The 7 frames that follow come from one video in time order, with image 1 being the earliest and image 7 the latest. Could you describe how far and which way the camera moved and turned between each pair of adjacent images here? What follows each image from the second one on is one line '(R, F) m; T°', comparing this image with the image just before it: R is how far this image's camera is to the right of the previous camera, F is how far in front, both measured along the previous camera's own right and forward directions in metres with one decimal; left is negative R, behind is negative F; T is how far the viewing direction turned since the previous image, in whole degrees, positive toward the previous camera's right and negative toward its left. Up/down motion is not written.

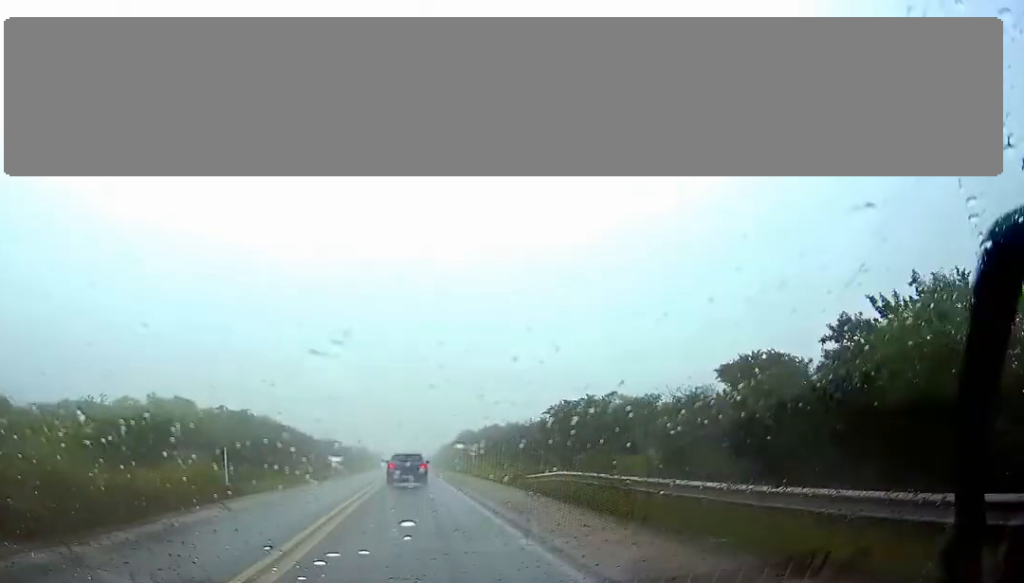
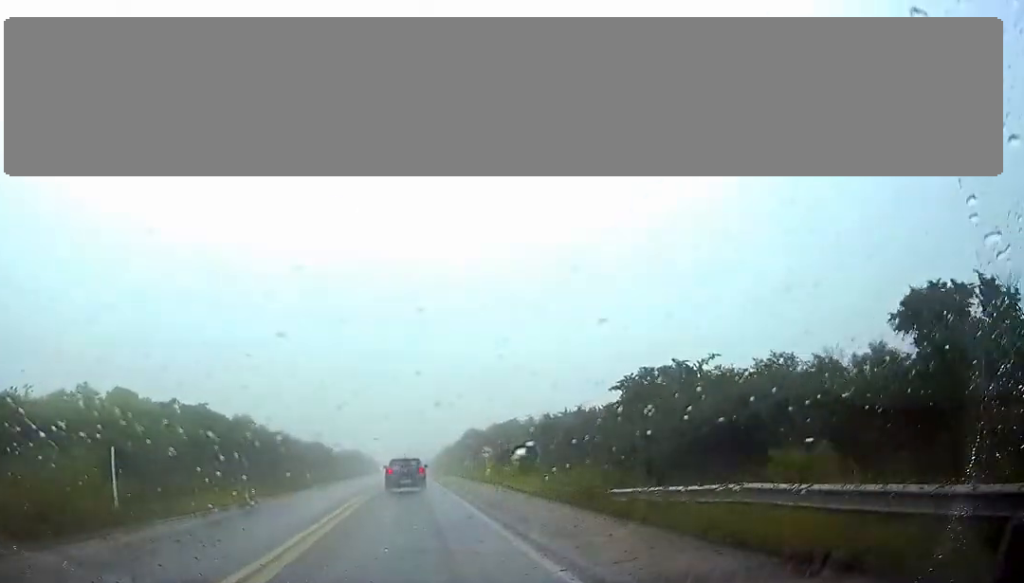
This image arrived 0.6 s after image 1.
(0.0, +15.0) m; 0°
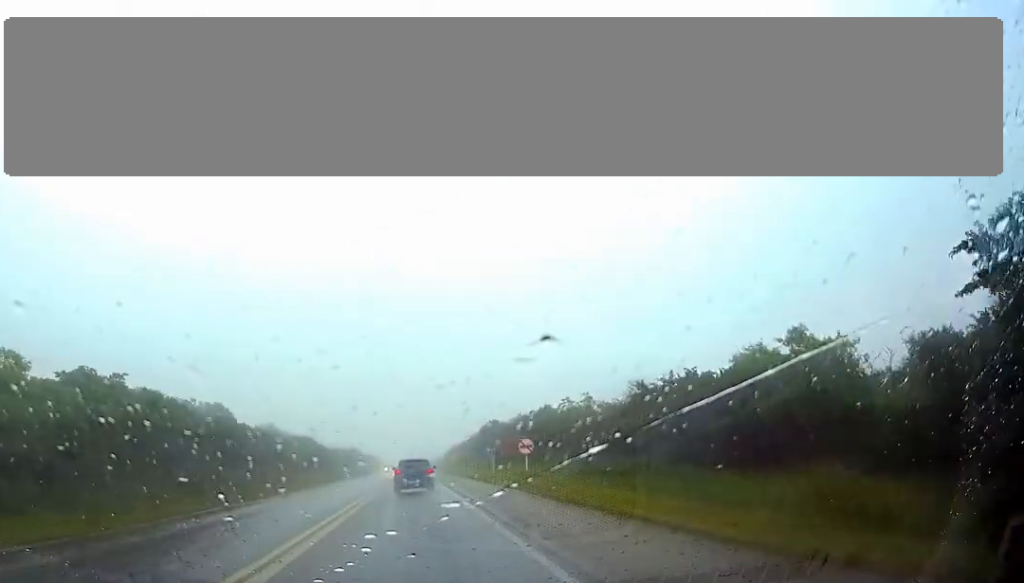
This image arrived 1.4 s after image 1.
(+0.1, +19.0) m; 0°
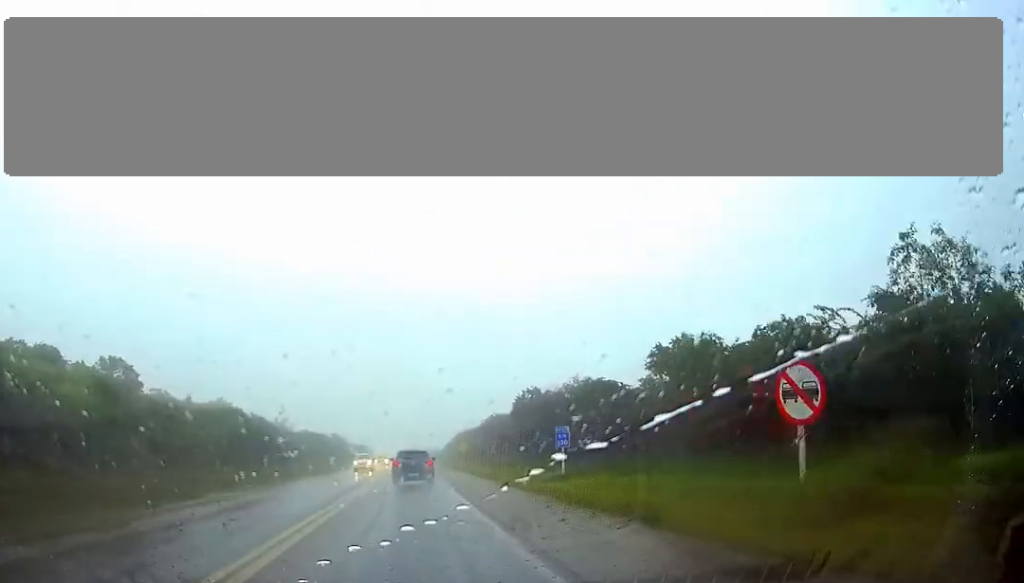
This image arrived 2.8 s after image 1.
(-0.2, +31.7) m; 0°
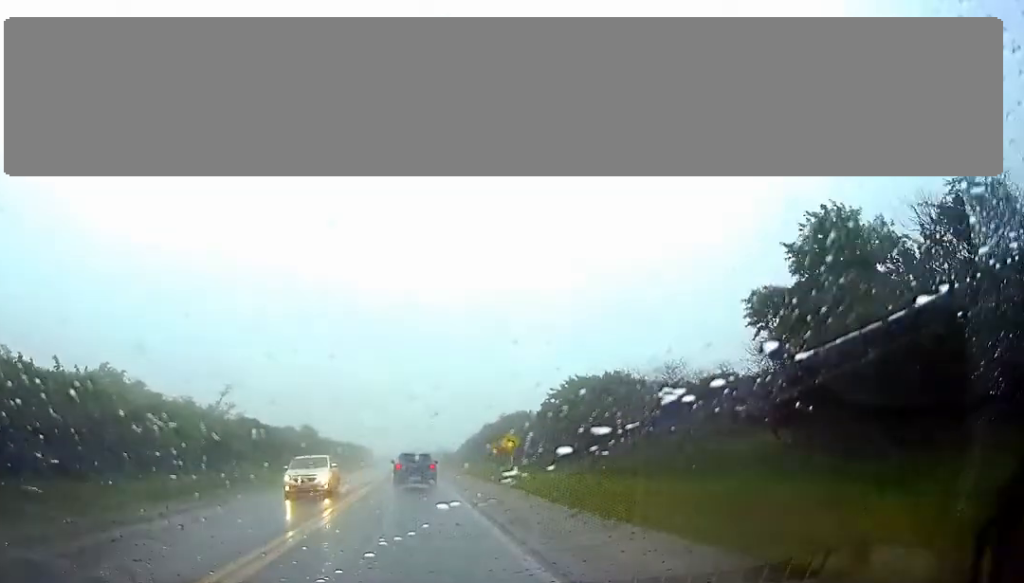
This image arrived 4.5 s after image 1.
(+0.2, +41.4) m; 0°
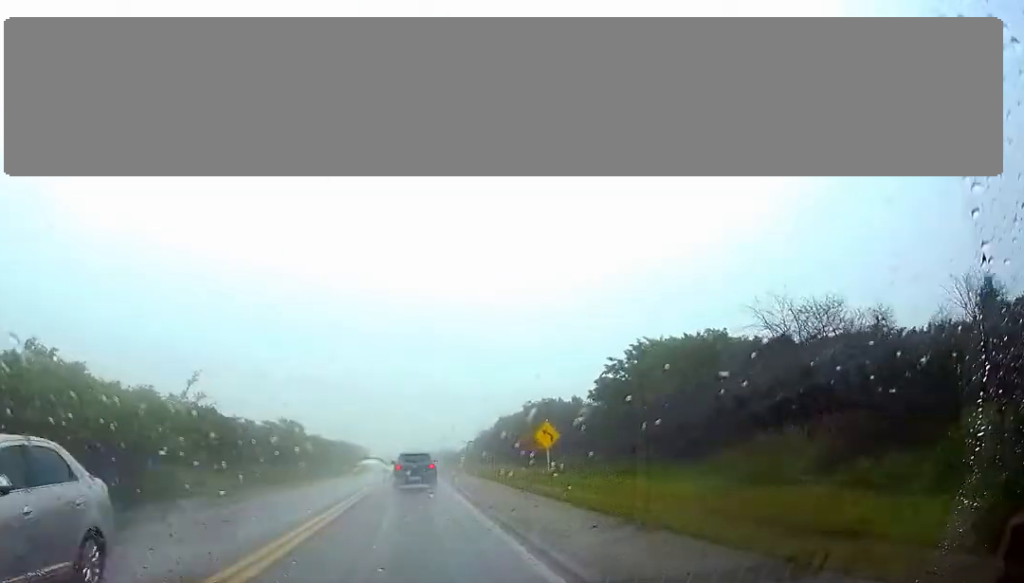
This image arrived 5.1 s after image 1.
(-0.1, +13.6) m; 0°
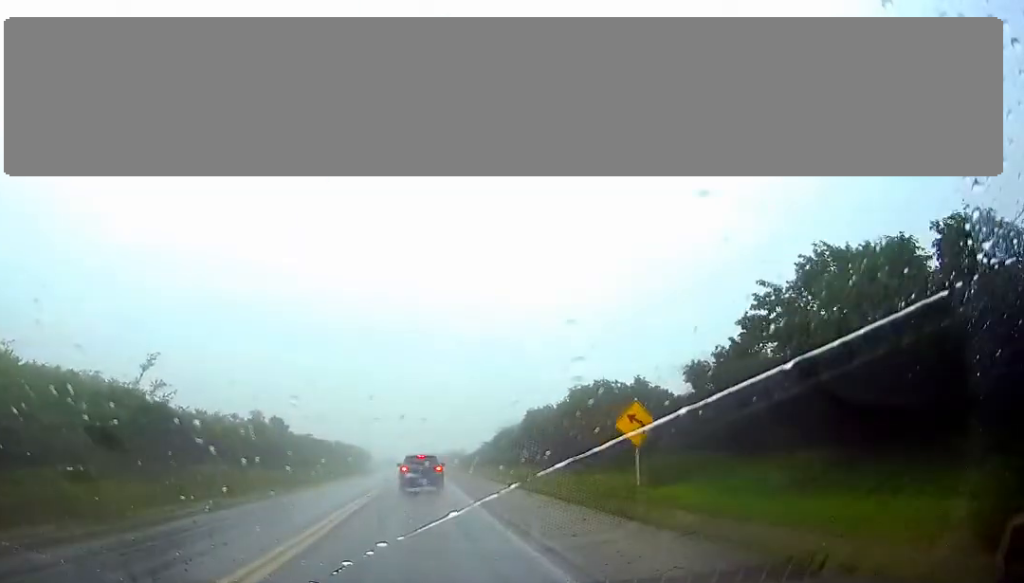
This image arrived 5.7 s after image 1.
(0.0, +14.5) m; 0°
